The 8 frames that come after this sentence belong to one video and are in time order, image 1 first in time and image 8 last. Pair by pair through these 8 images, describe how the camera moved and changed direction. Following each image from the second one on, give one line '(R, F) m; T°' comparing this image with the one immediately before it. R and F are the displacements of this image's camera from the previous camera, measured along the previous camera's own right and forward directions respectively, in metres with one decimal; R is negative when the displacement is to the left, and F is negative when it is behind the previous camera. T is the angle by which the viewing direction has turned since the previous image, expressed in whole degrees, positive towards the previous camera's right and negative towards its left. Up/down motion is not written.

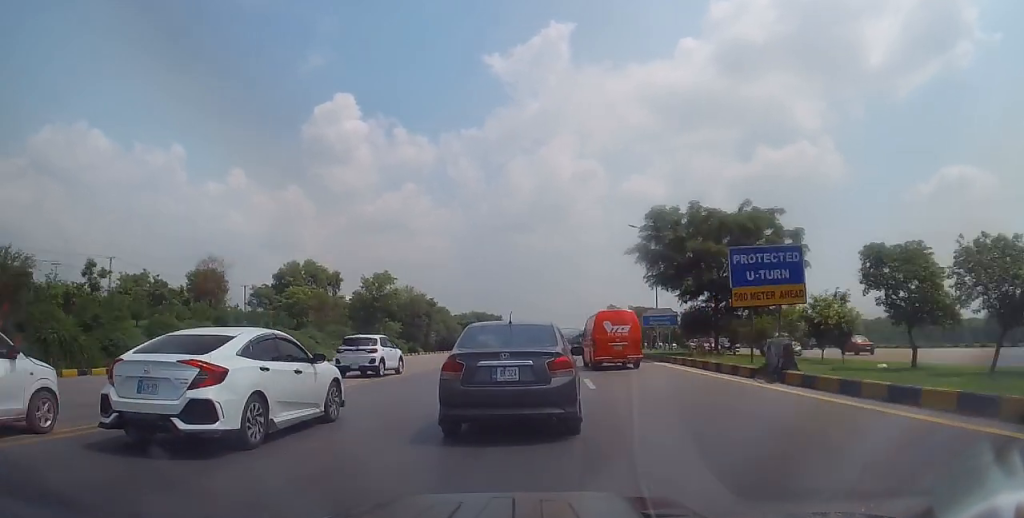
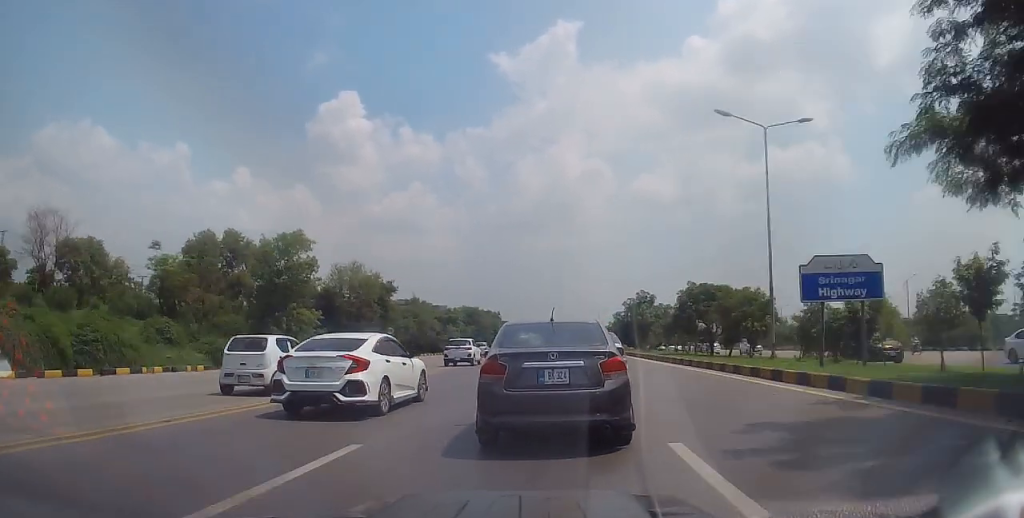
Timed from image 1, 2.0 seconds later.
(-0.7, +28.0) m; -2°
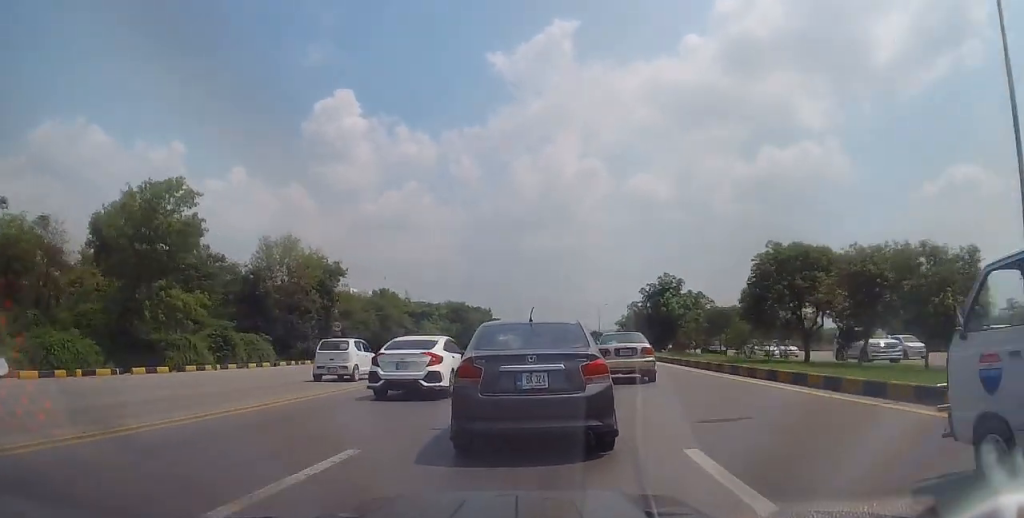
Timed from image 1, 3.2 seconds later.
(-0.1, +16.5) m; +1°
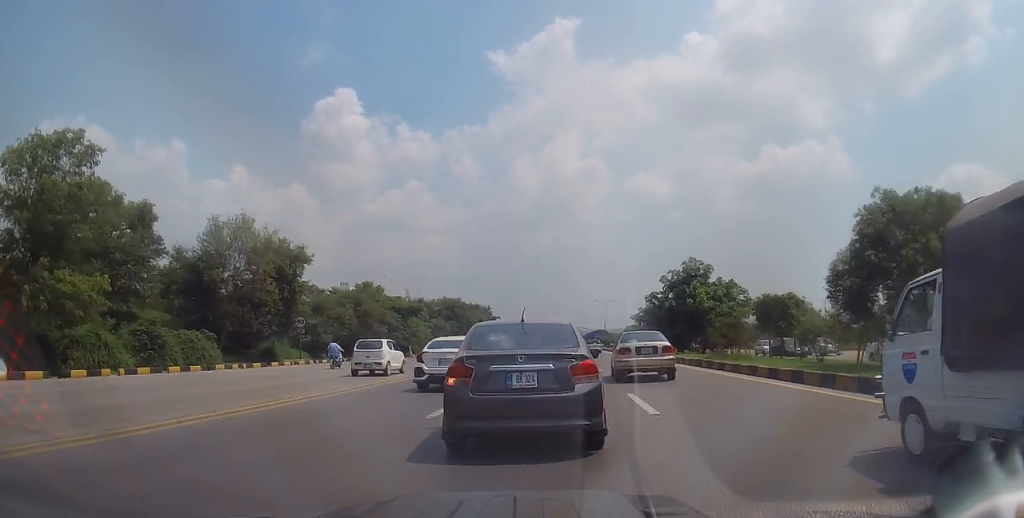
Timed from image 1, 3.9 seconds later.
(+0.1, +8.8) m; +1°
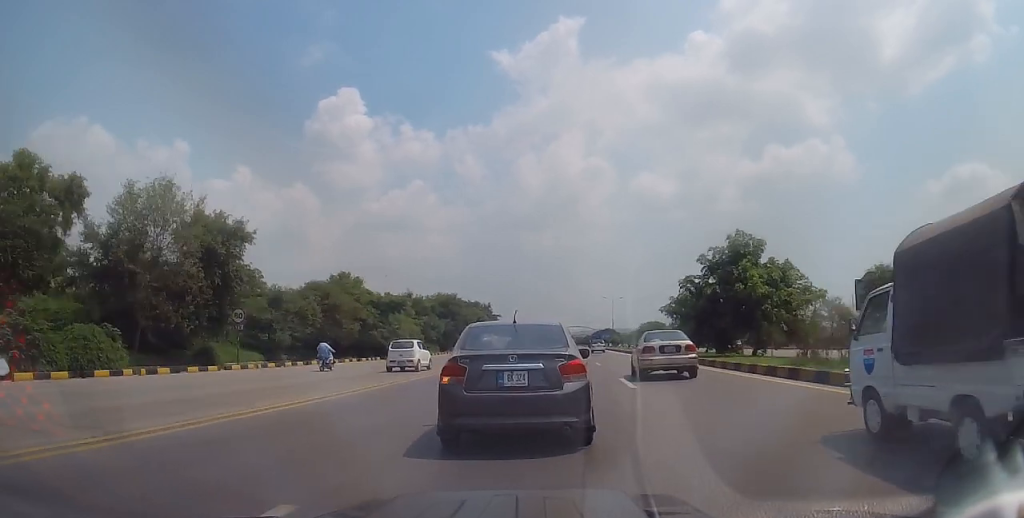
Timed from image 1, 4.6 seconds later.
(+0.3, +10.2) m; 0°
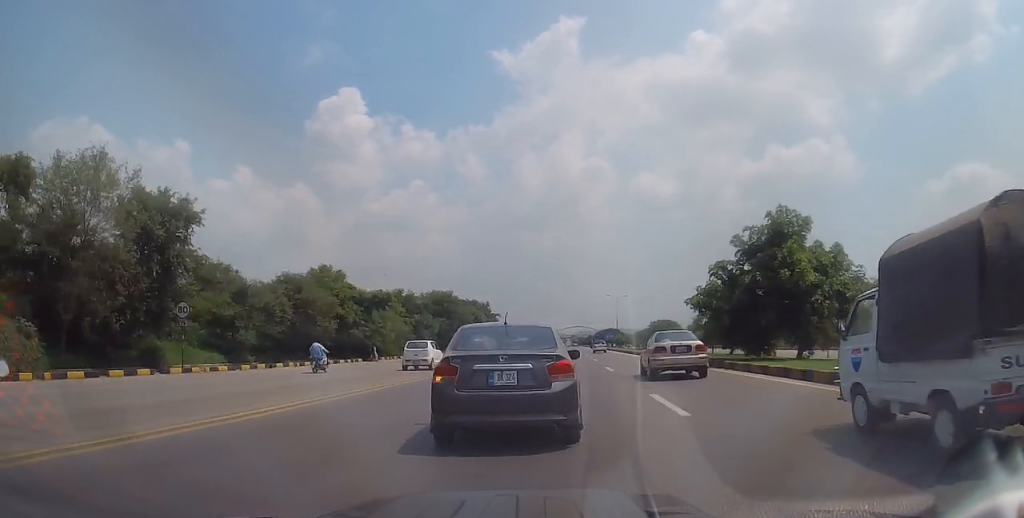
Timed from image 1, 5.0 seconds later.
(-0.1, +6.1) m; -1°
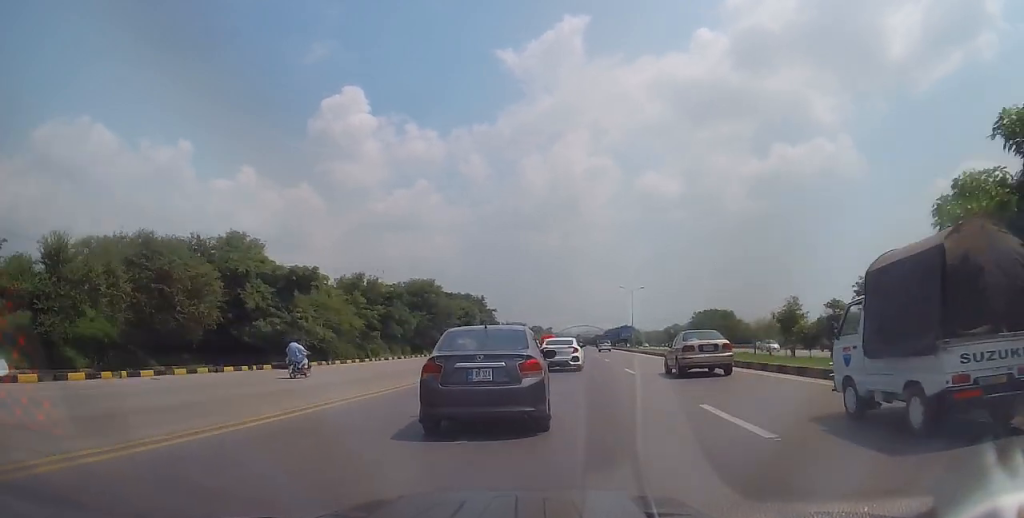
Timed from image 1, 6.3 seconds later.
(-0.6, +18.6) m; 0°
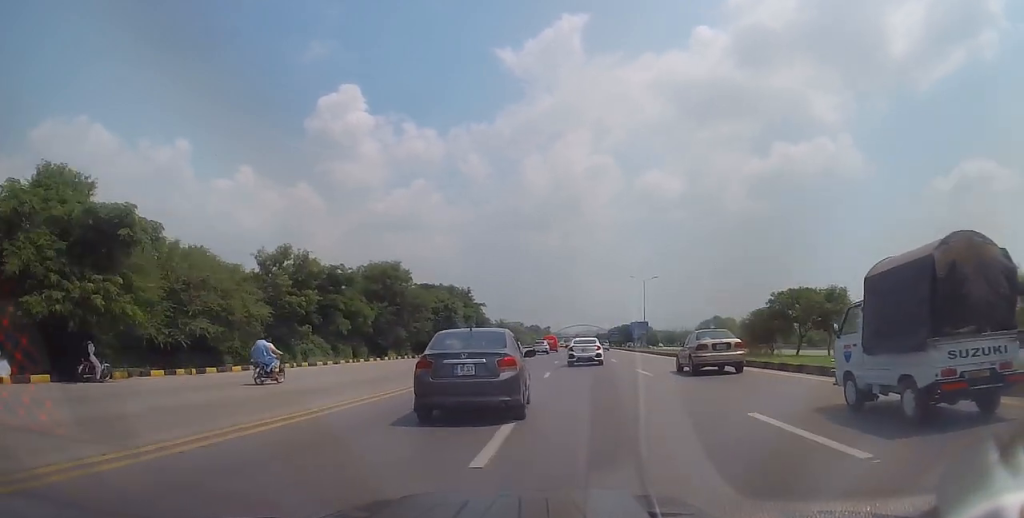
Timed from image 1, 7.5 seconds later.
(+0.6, +17.6) m; +2°
